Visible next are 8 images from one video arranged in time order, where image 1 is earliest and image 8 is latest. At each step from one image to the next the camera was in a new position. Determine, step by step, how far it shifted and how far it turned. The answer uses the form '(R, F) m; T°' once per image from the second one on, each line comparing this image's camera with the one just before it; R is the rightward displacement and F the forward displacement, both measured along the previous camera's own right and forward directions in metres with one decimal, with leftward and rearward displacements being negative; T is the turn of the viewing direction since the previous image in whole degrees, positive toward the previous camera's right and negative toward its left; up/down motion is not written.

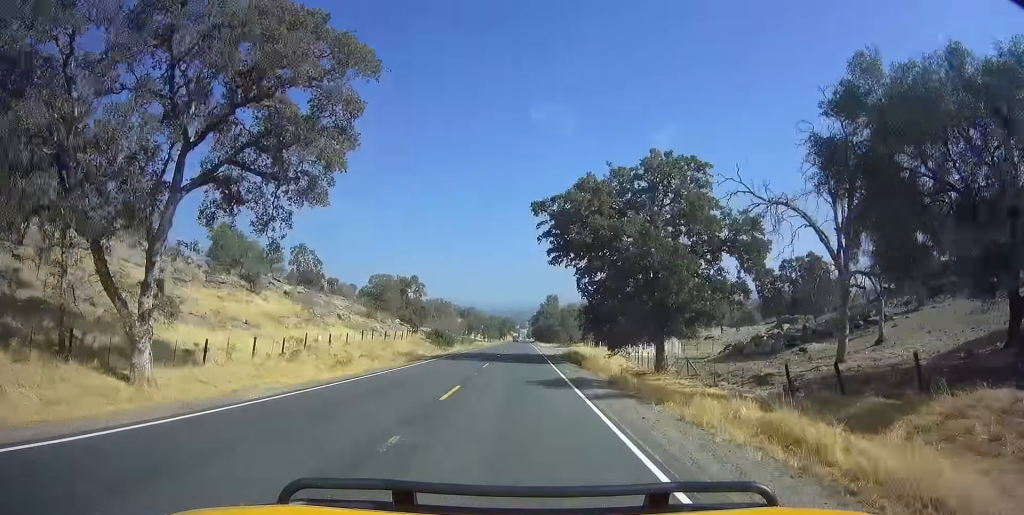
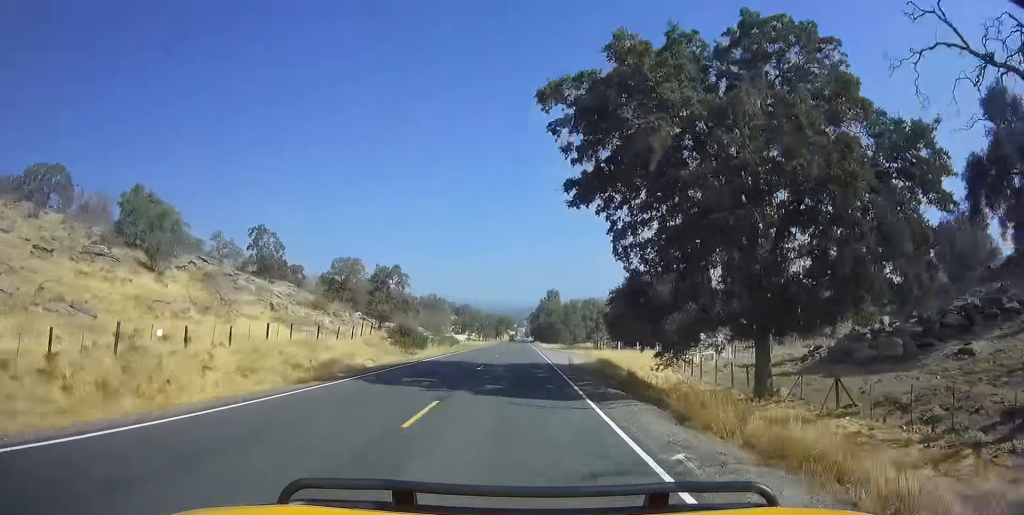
(0.0, +17.9) m; 0°
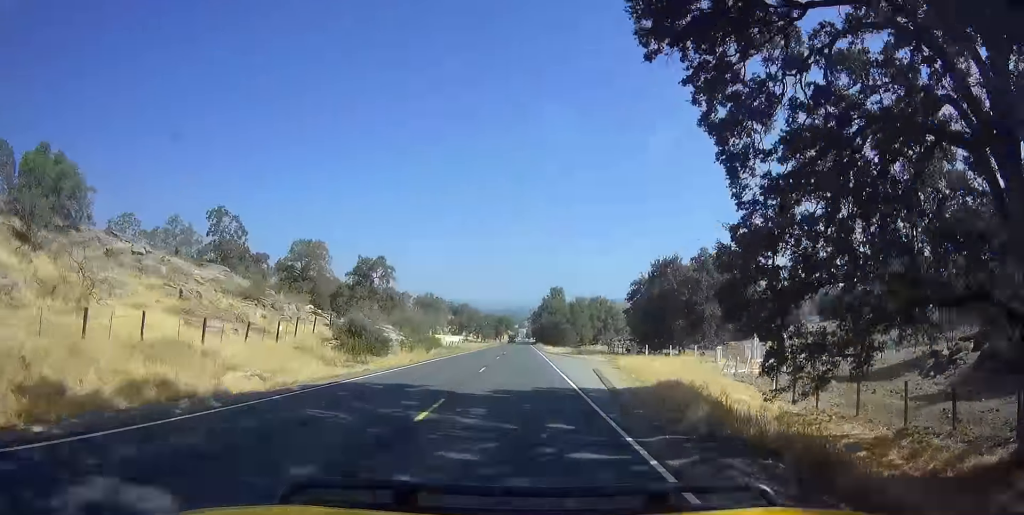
(0.0, +14.5) m; 0°
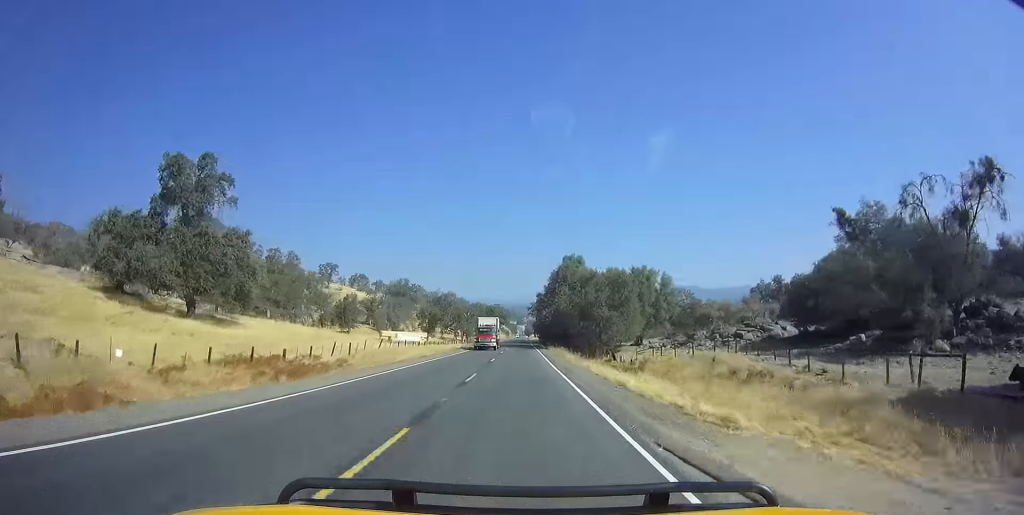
(-0.1, +63.2) m; 0°
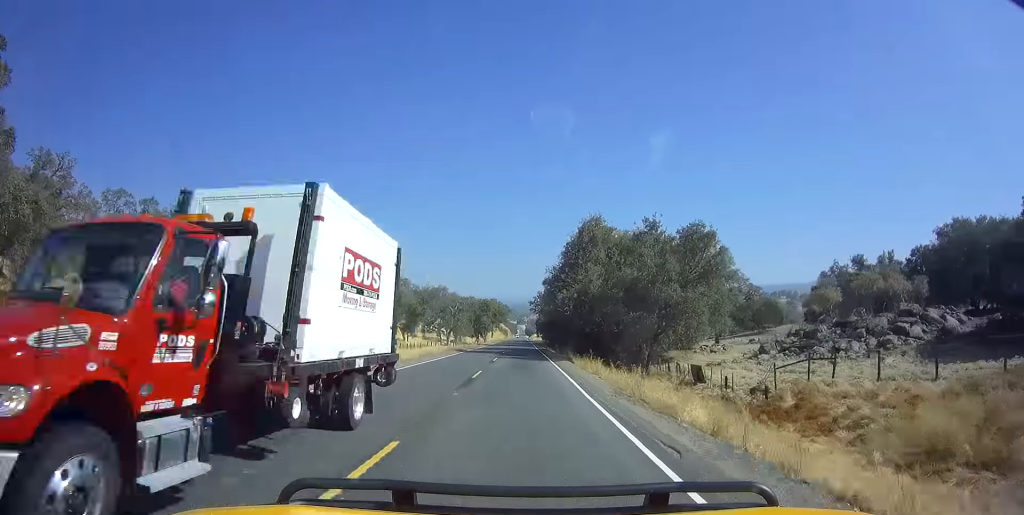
(+0.1, +29.0) m; +1°
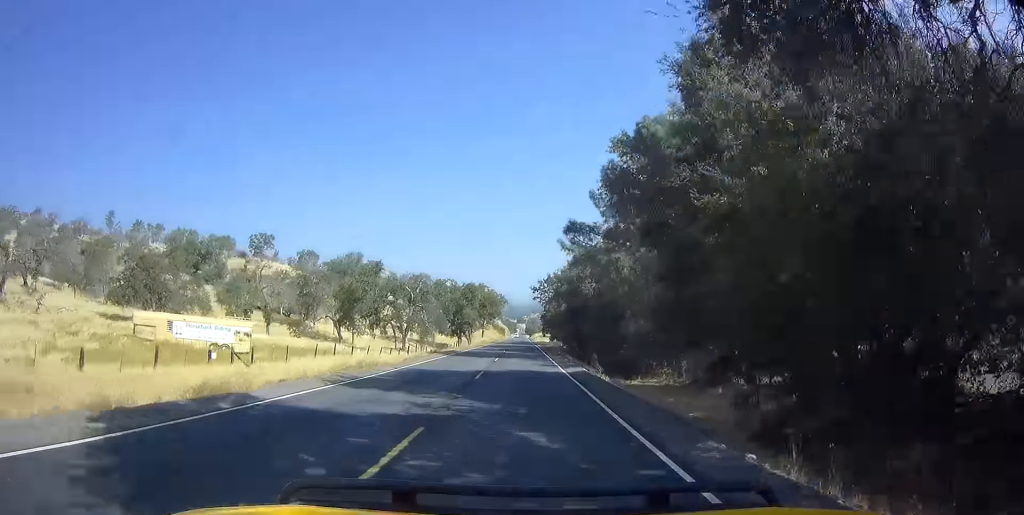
(+0.5, +43.4) m; 0°
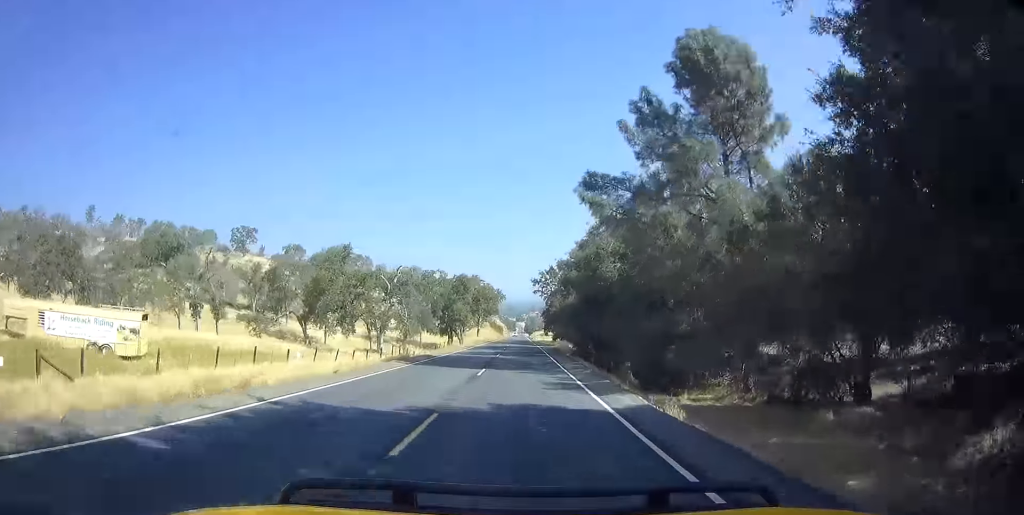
(-0.2, +12.6) m; -1°
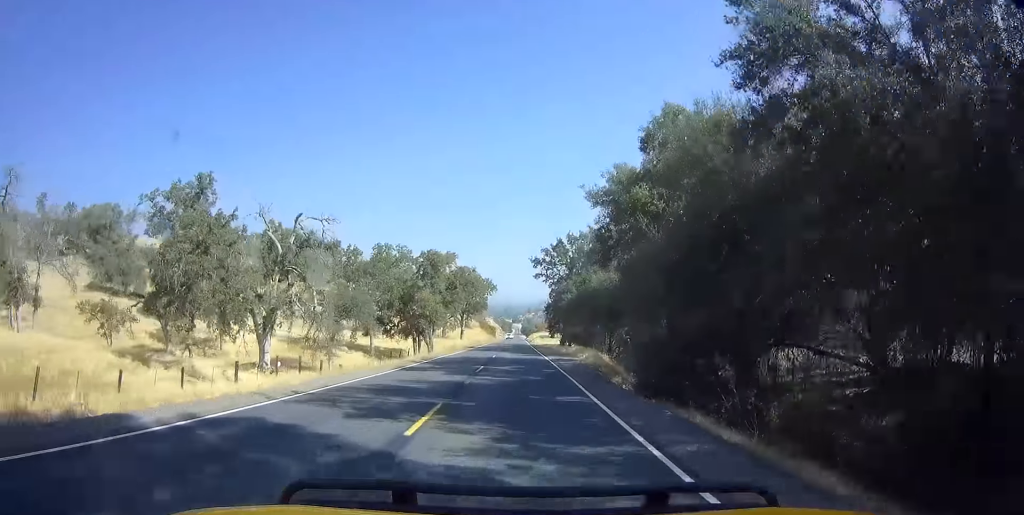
(0.0, +27.6) m; 0°
